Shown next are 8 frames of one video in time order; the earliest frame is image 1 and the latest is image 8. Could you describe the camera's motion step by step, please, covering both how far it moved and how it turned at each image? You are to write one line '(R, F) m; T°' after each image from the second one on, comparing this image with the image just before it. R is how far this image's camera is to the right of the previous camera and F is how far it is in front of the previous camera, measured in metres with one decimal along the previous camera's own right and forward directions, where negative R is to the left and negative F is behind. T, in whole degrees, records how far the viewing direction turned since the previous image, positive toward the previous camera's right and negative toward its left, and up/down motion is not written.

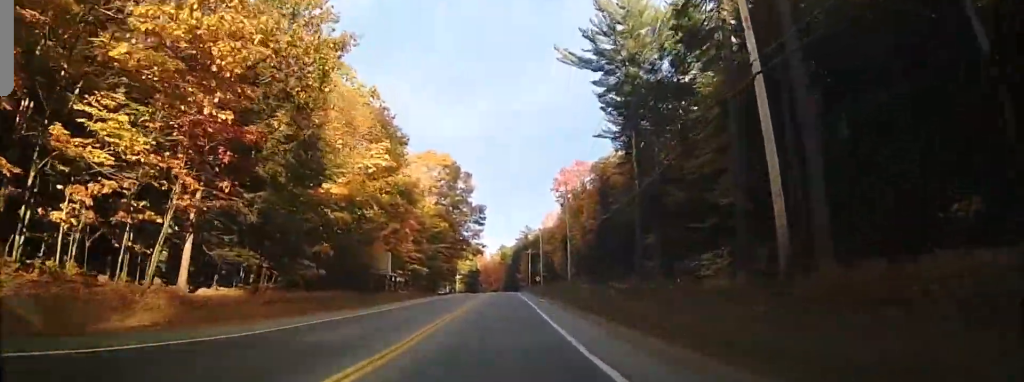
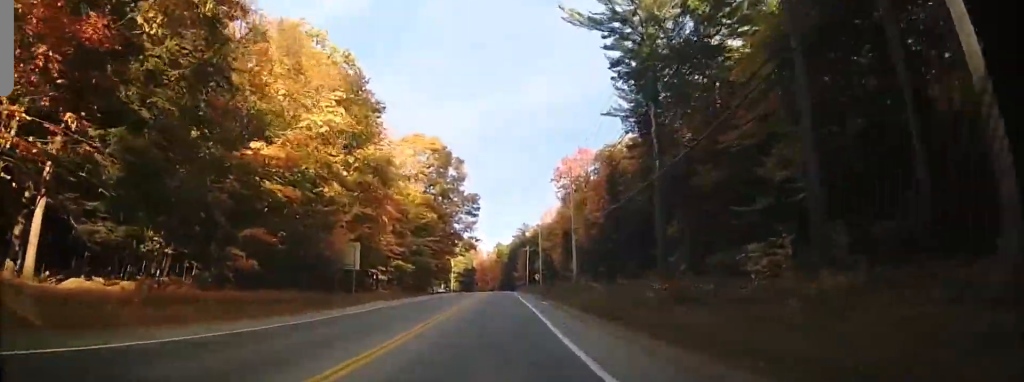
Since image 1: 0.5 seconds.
(+0.3, +9.2) m; 0°
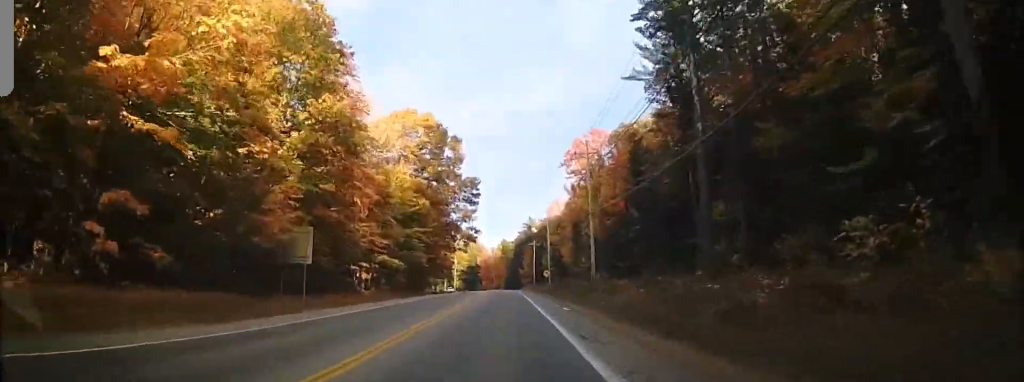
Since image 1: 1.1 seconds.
(+0.1, +10.3) m; 0°
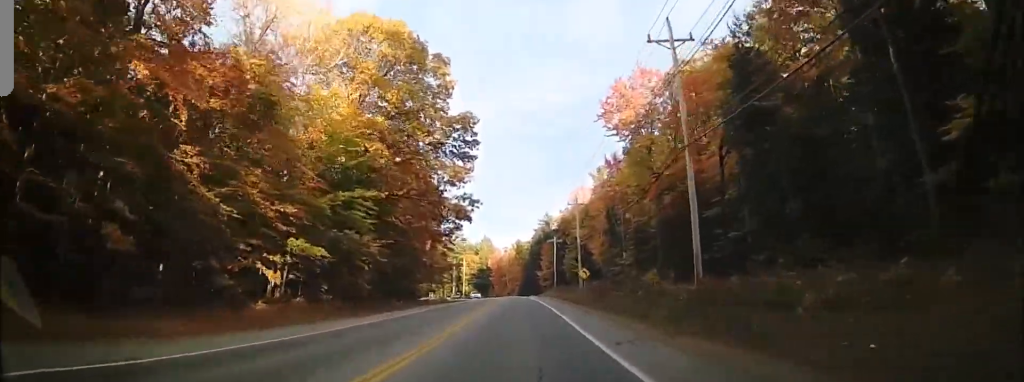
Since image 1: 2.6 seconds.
(0.0, +25.8) m; +1°
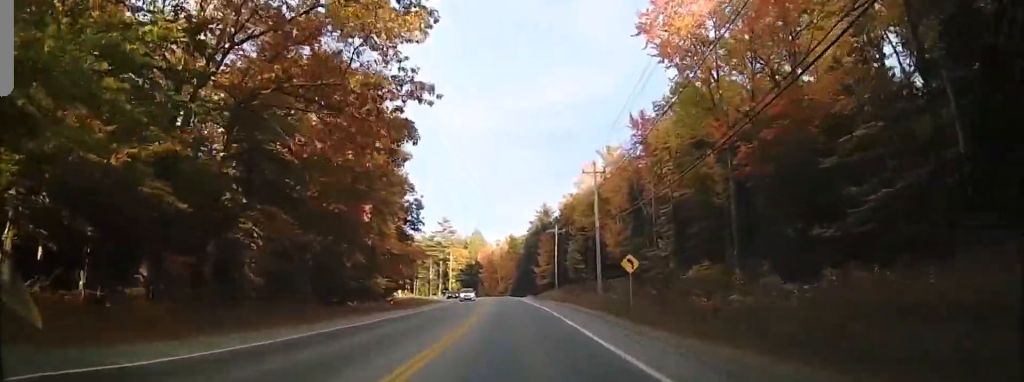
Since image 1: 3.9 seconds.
(+0.2, +21.2) m; 0°
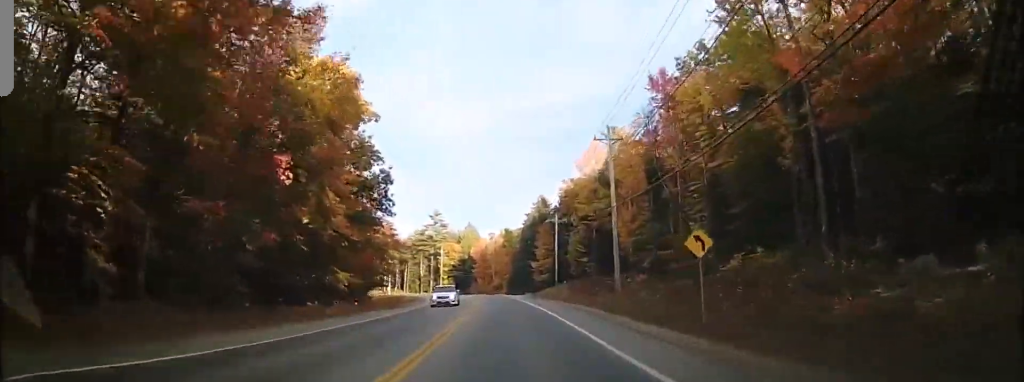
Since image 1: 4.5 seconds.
(0.0, +11.6) m; -1°
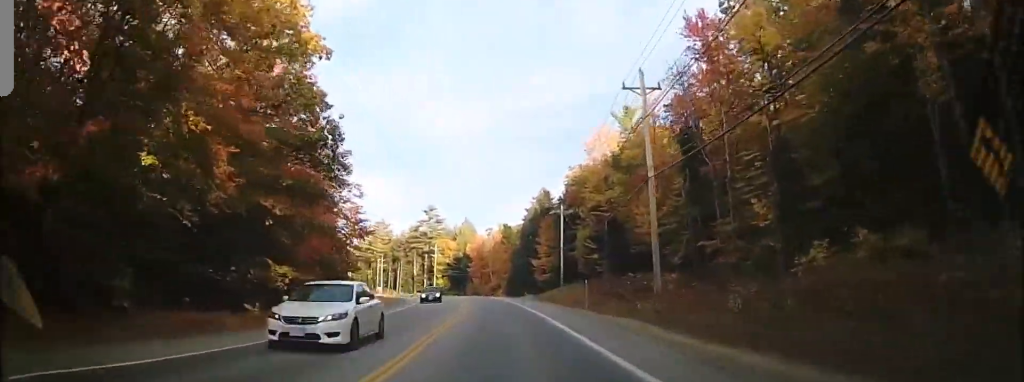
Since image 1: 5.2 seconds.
(-0.1, +11.6) m; -1°
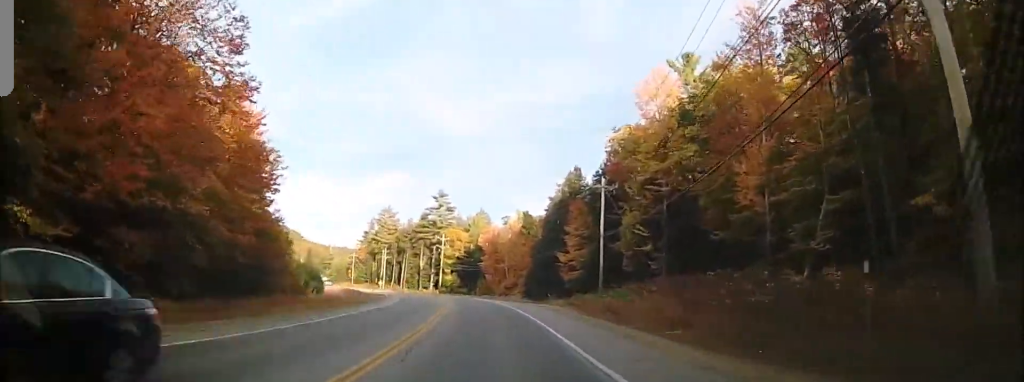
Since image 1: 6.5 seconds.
(0.0, +22.7) m; 0°
